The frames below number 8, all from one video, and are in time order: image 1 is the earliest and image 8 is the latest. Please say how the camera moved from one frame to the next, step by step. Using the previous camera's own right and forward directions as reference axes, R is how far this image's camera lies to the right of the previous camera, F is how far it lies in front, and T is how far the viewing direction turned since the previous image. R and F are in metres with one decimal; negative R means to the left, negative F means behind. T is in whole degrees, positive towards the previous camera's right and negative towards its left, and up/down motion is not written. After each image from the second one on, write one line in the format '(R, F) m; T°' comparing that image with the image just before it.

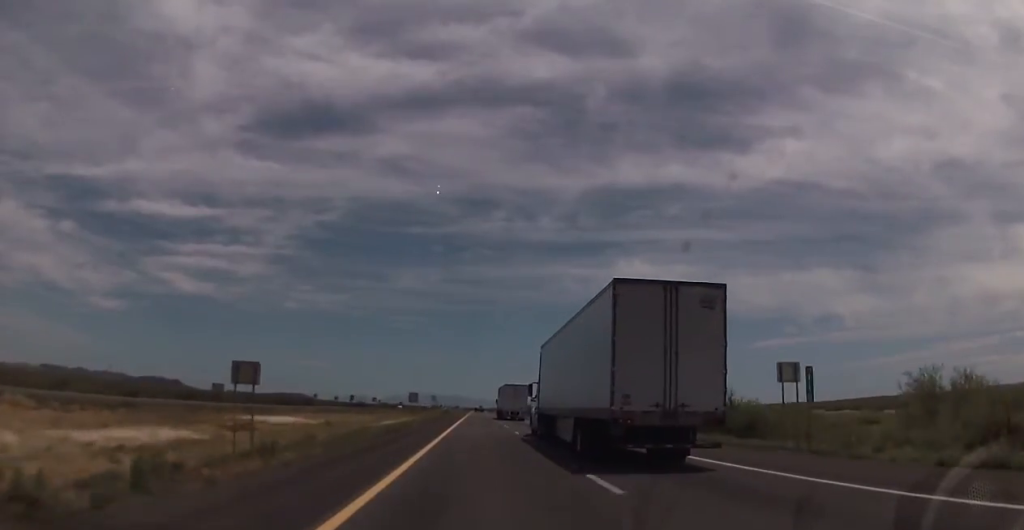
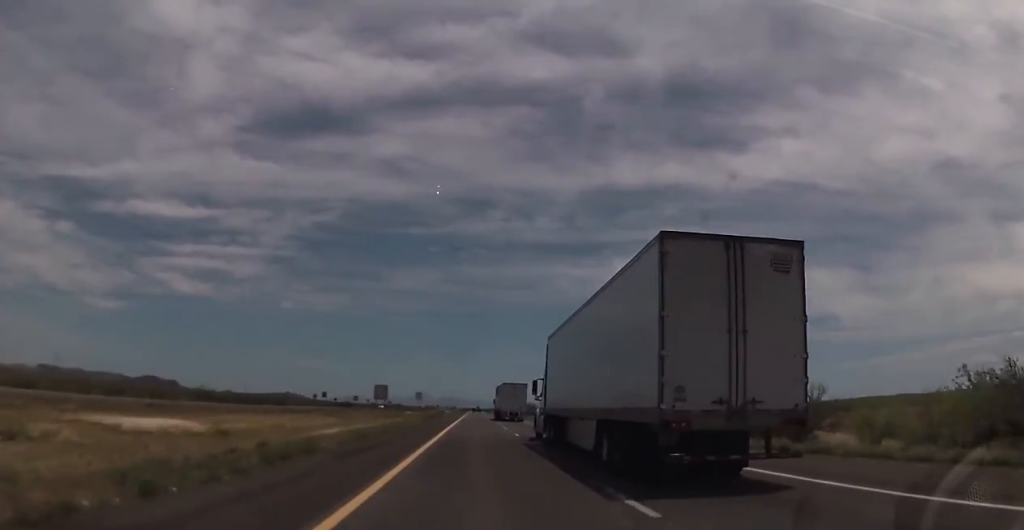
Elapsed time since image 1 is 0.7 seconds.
(+0.3, +26.9) m; 0°
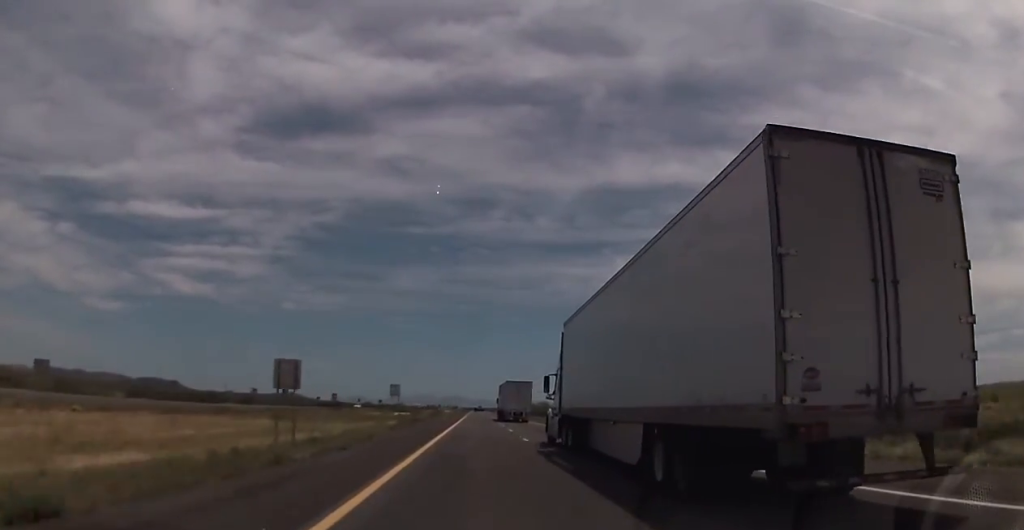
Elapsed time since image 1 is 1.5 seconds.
(0.0, +29.3) m; 0°
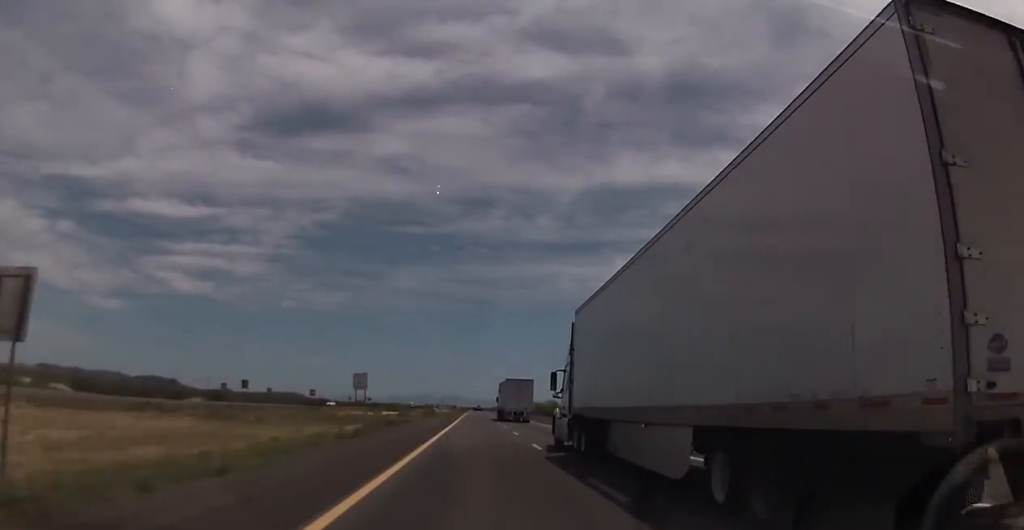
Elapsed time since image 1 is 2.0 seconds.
(-0.3, +18.3) m; 0°
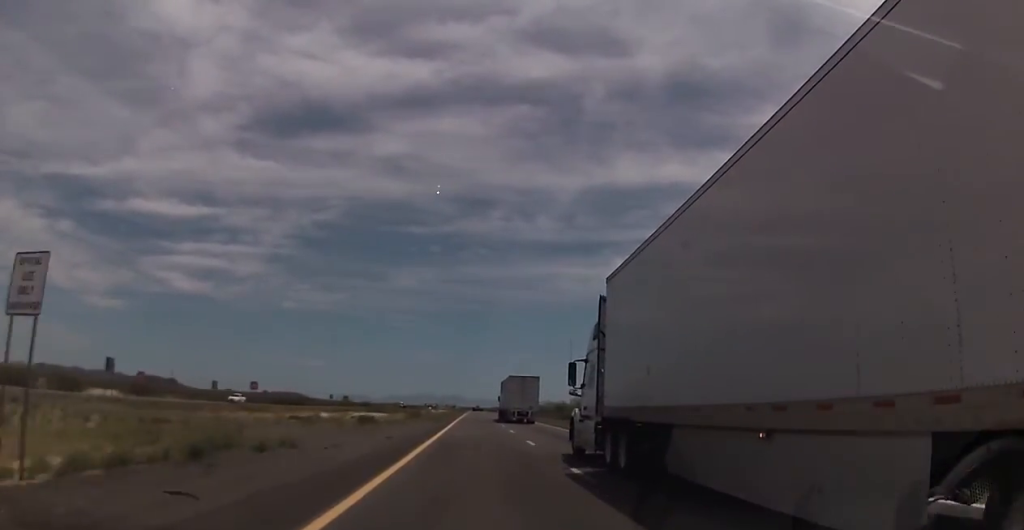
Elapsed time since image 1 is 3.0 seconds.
(+0.5, +34.1) m; 0°
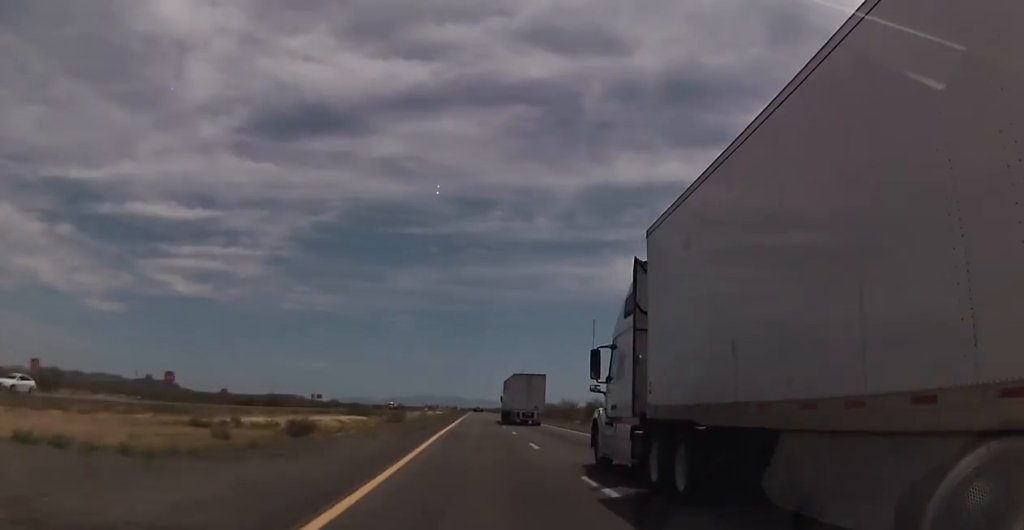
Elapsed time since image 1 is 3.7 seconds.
(-0.3, +26.8) m; 0°
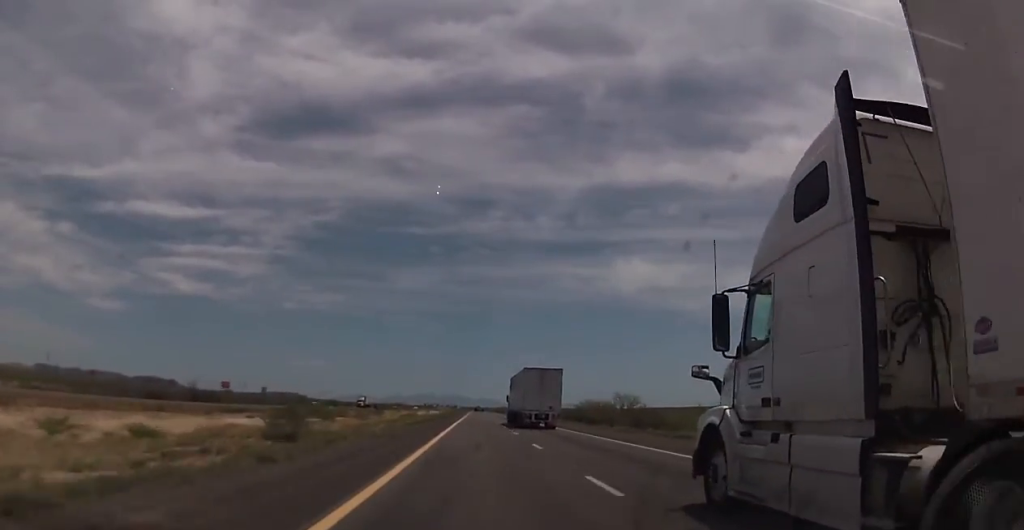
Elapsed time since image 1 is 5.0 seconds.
(+0.3, +48.5) m; 0°
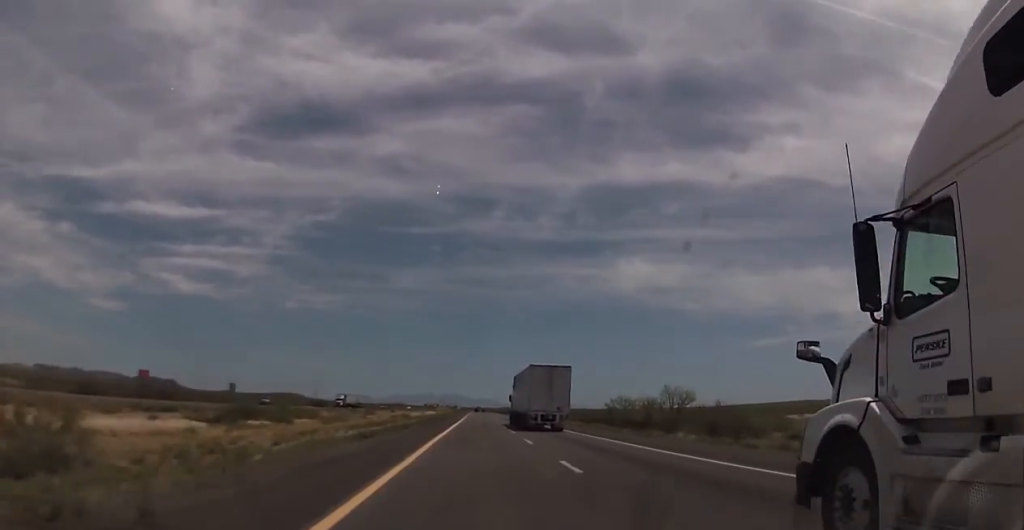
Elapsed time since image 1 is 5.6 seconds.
(-0.2, +20.7) m; 0°
